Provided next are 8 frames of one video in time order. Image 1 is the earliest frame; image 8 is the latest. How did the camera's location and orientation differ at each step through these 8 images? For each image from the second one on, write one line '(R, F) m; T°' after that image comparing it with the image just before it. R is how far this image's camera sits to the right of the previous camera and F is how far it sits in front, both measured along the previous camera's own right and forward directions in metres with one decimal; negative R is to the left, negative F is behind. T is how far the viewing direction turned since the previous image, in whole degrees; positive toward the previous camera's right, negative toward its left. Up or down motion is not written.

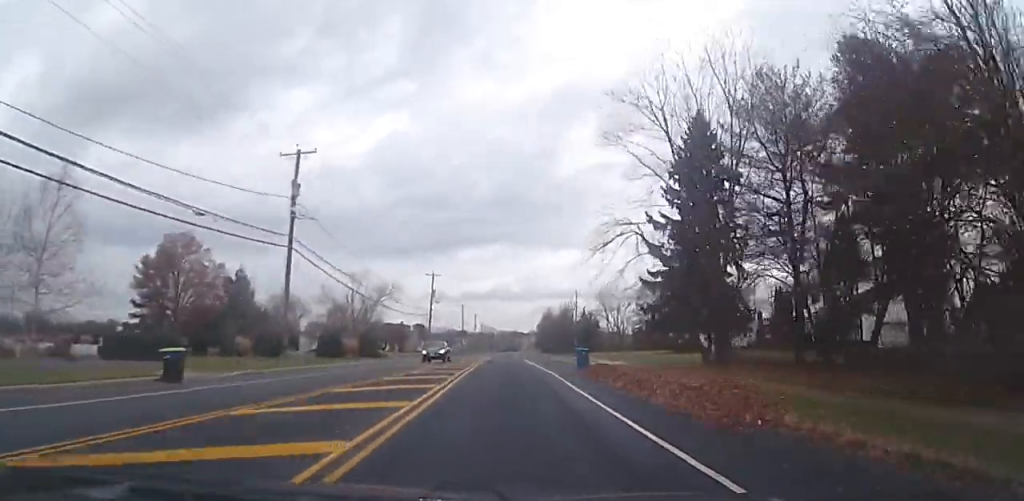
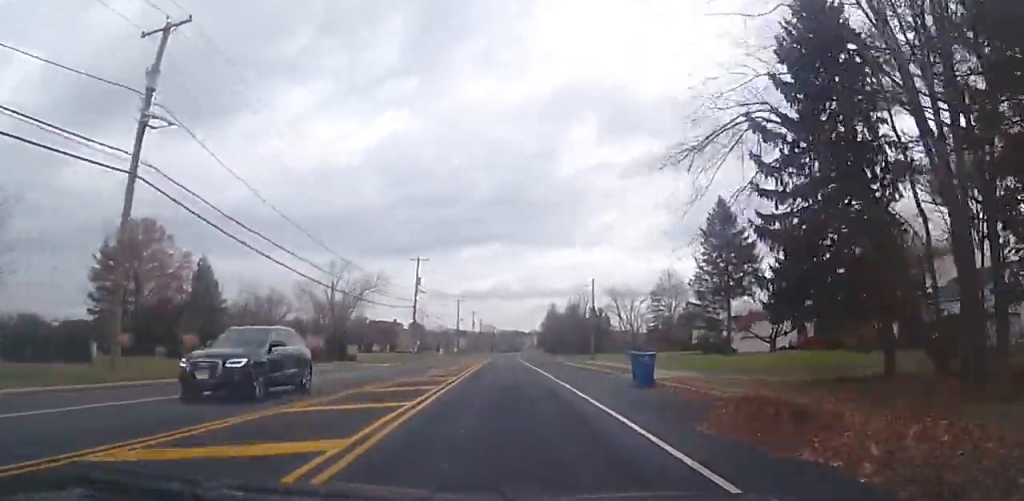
(0.0, +14.3) m; -1°
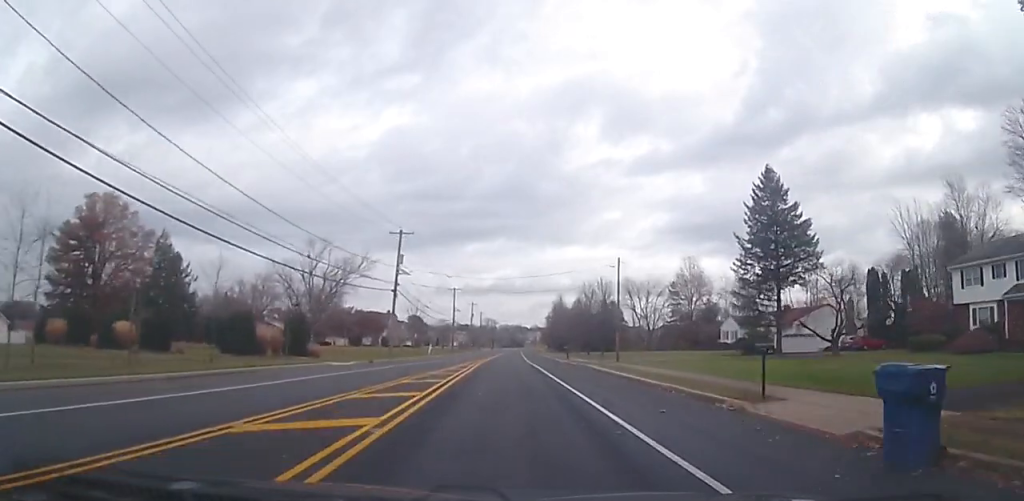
(-0.2, +12.8) m; 0°
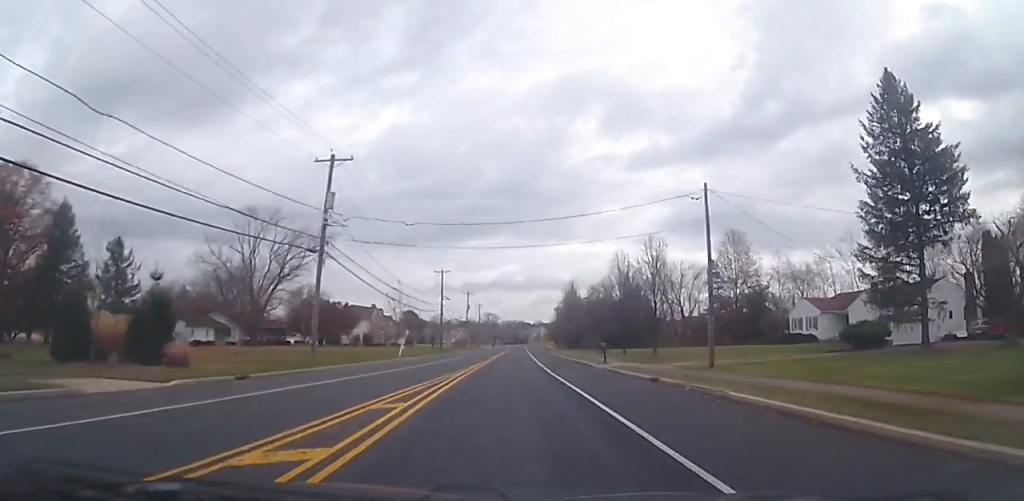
(+0.3, +21.9) m; +1°
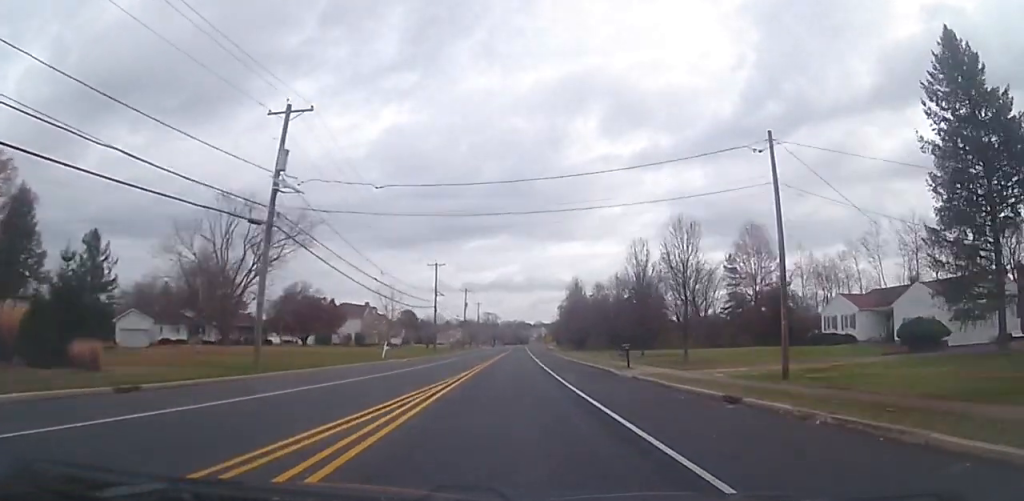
(0.0, +7.3) m; 0°
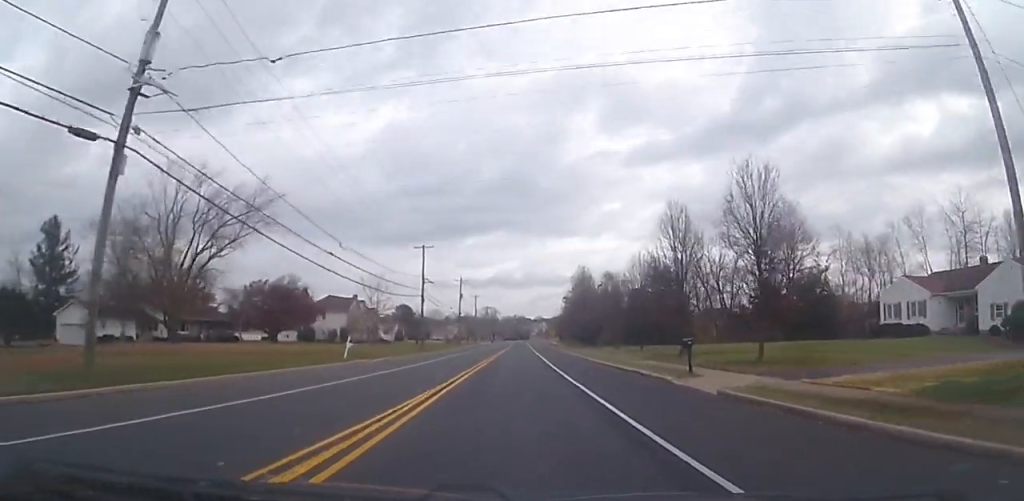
(-0.3, +10.6) m; 0°
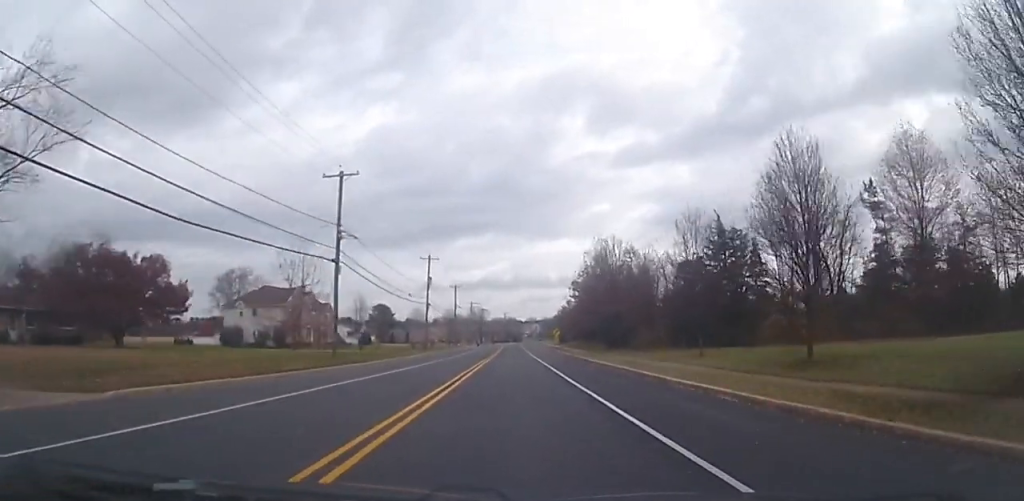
(+0.9, +28.7) m; +2°
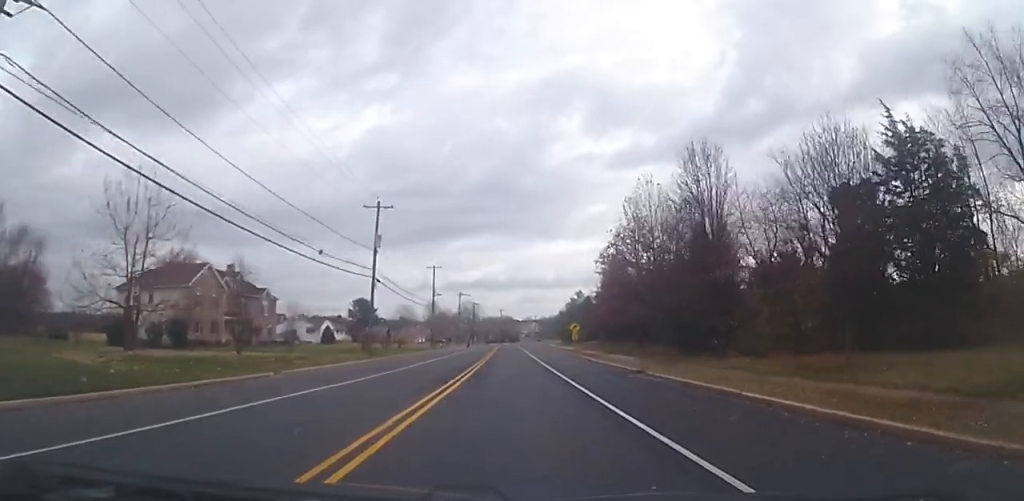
(-0.4, +27.6) m; 0°
